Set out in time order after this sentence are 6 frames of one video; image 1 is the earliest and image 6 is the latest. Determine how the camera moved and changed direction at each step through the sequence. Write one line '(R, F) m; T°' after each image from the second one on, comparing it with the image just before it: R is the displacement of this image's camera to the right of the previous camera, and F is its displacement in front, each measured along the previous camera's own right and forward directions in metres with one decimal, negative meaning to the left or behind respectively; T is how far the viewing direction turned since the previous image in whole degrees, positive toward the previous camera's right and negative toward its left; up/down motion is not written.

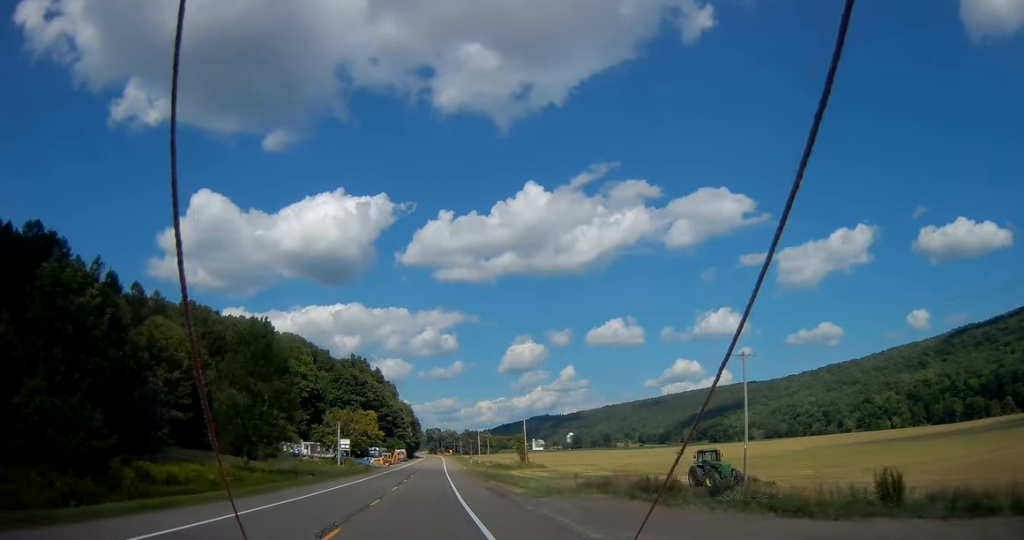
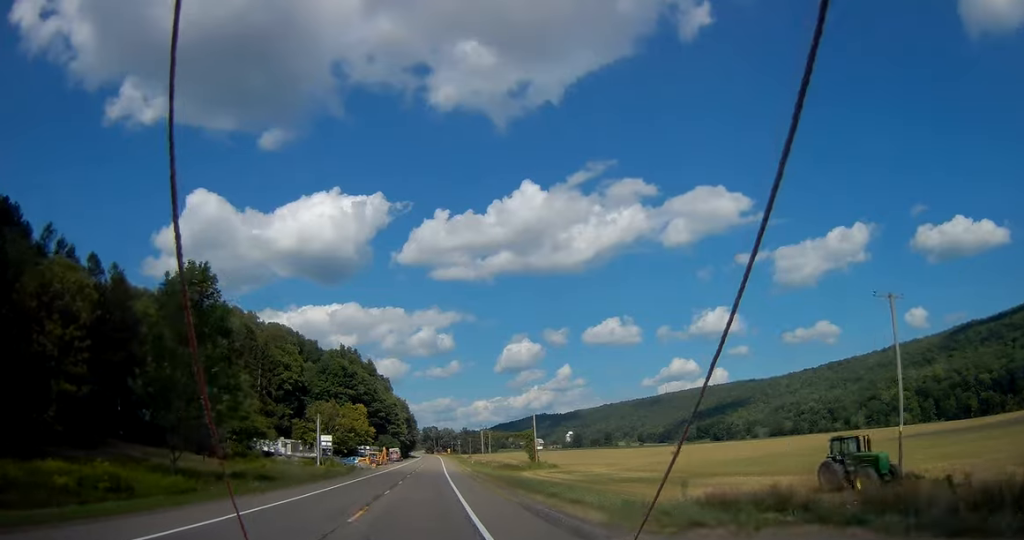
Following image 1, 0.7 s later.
(+0.3, +18.8) m; 0°
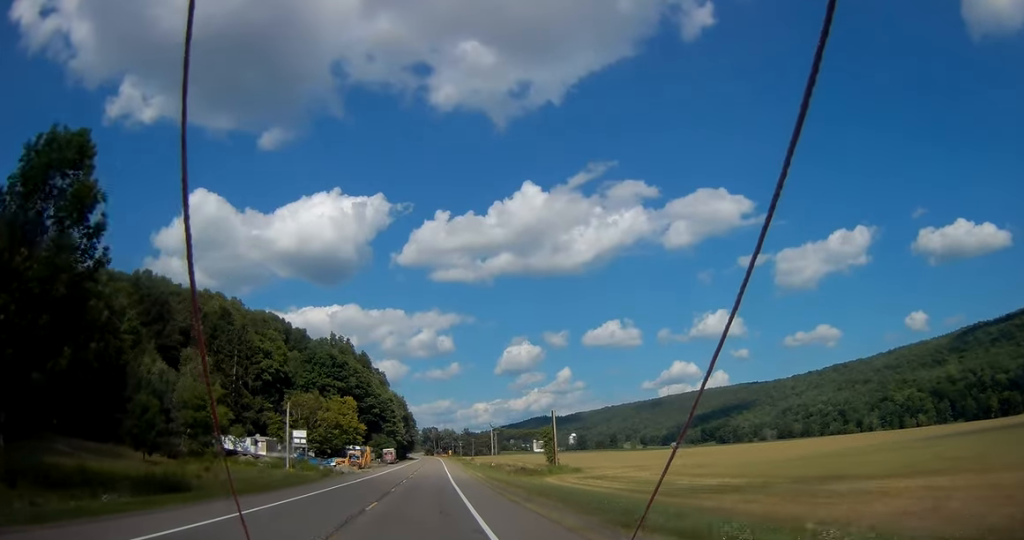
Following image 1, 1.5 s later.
(-0.1, +21.4) m; 0°
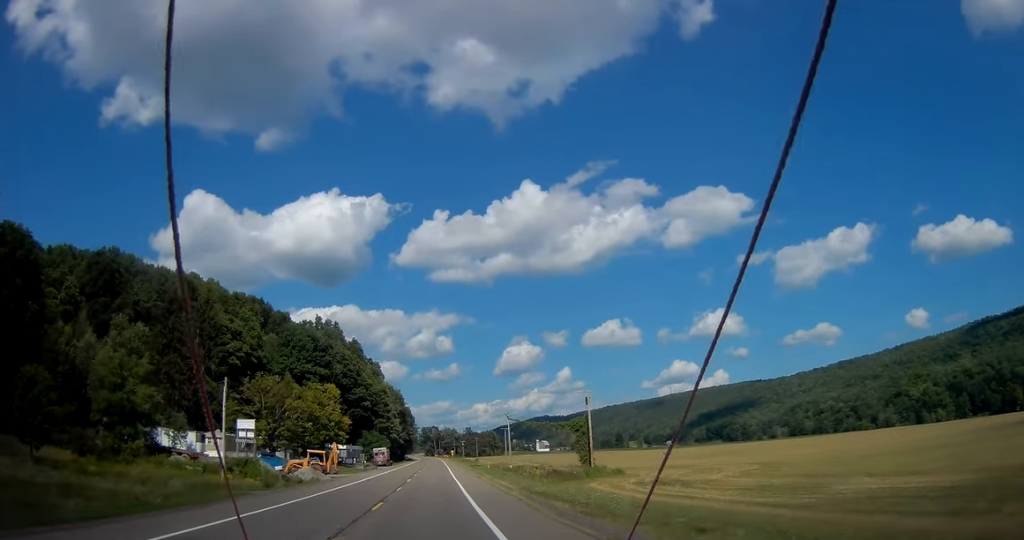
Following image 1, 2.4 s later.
(-0.1, +24.7) m; 0°
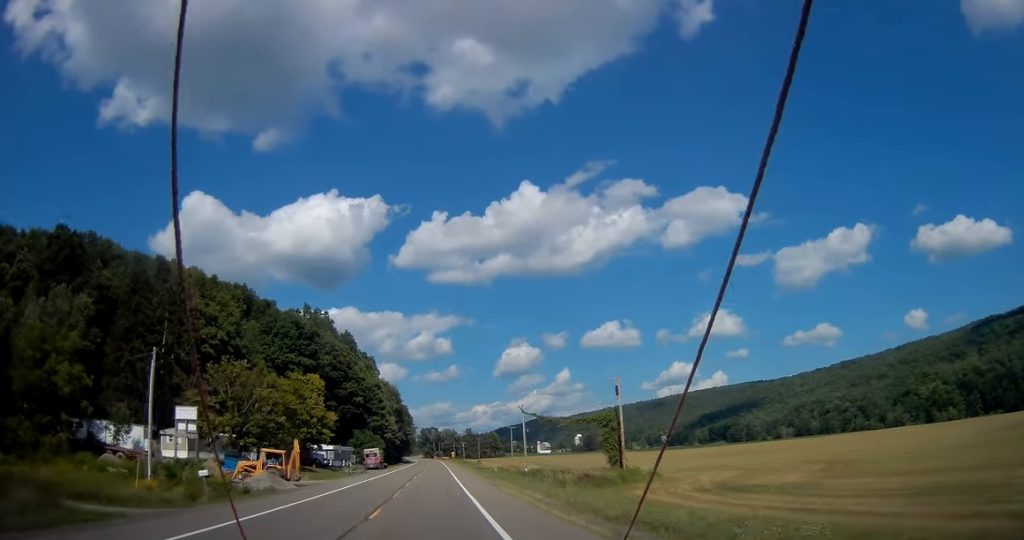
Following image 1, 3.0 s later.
(0.0, +14.9) m; 0°
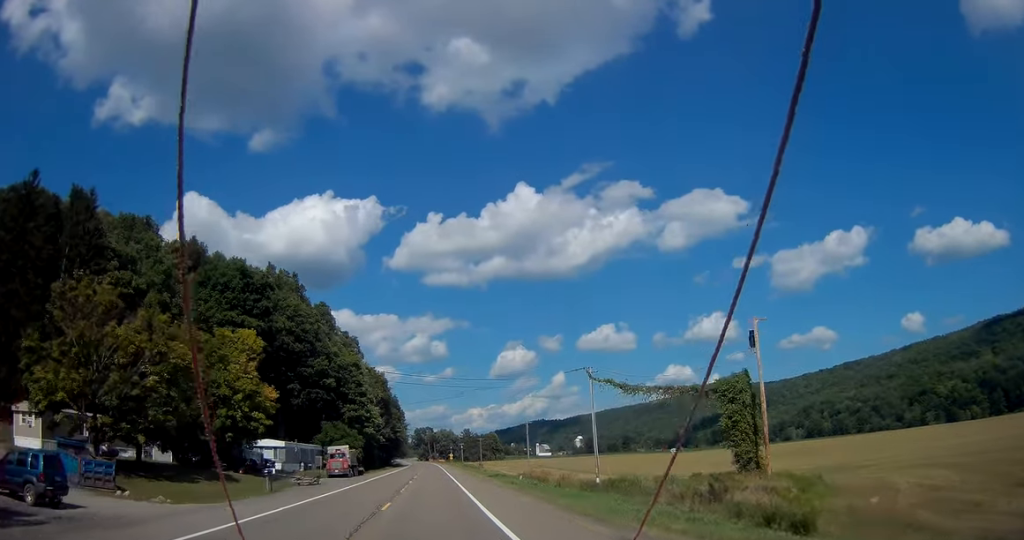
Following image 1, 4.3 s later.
(+0.1, +33.0) m; 0°
